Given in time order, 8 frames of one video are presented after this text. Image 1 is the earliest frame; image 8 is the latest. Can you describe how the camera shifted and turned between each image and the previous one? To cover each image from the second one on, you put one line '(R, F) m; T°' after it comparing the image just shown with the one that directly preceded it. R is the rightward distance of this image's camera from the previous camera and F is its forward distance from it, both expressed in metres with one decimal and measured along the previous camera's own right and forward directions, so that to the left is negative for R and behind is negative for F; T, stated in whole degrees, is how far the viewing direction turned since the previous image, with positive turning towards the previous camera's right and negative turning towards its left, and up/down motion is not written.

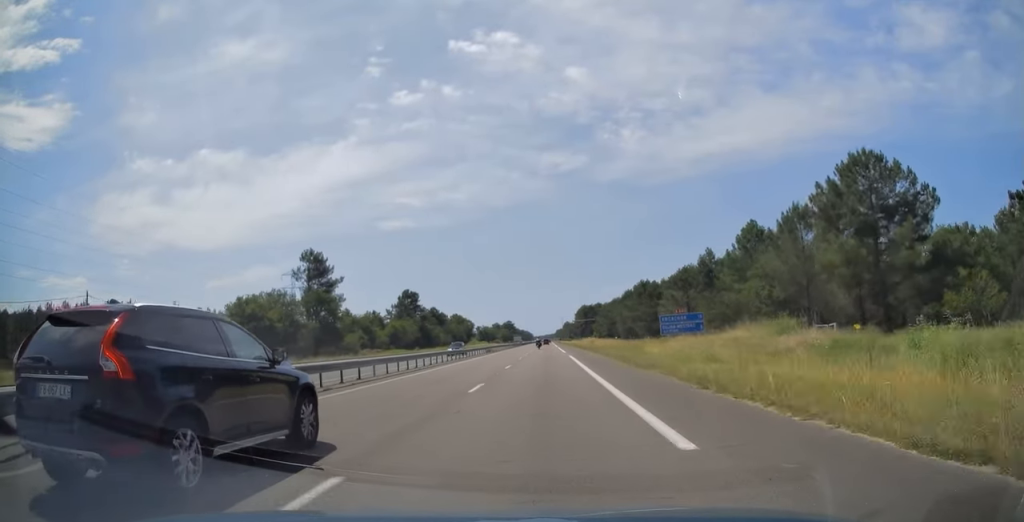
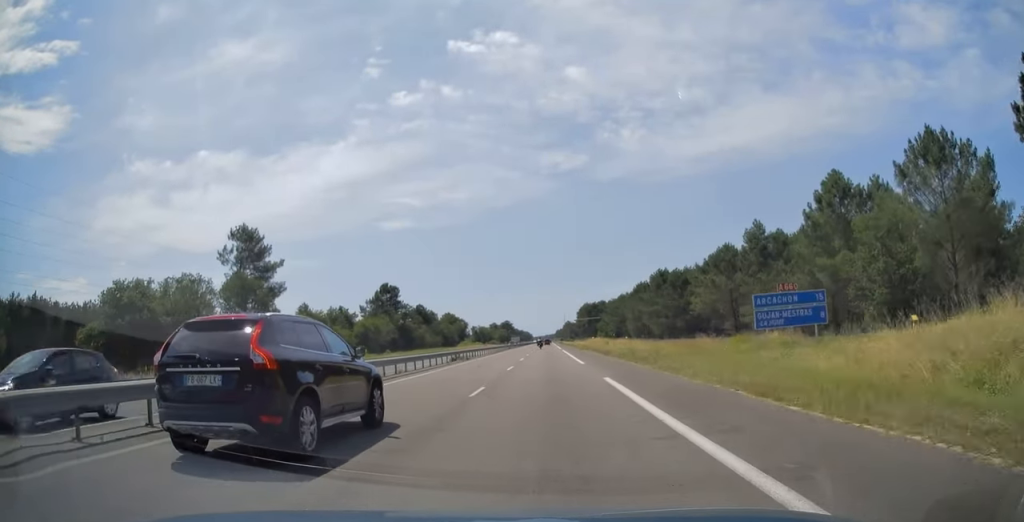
(-0.1, +27.0) m; 0°
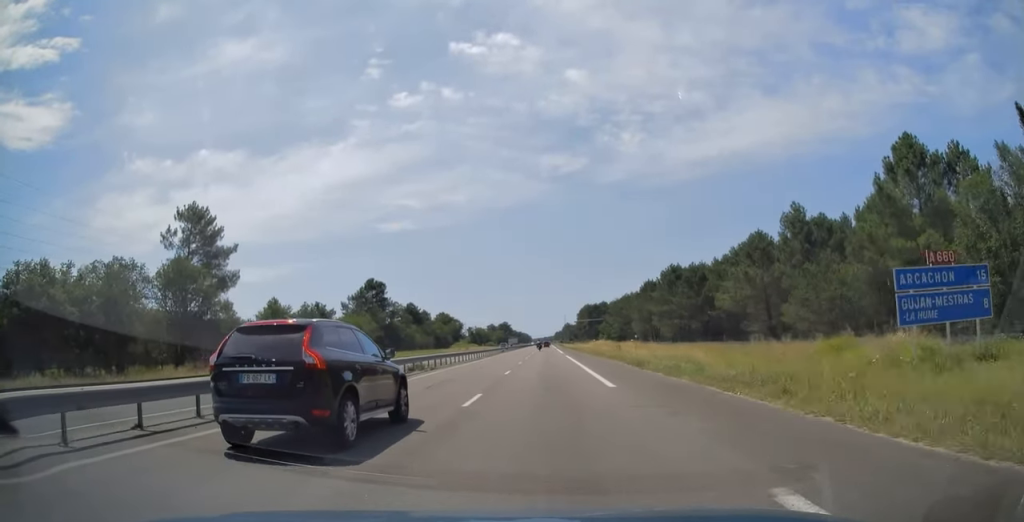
(0.0, +14.3) m; 0°
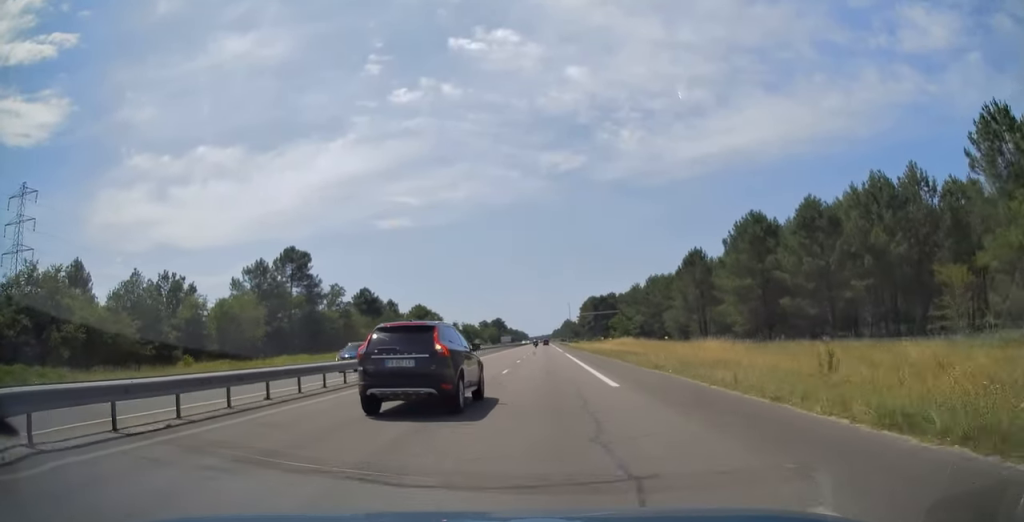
(+0.5, +52.6) m; 0°
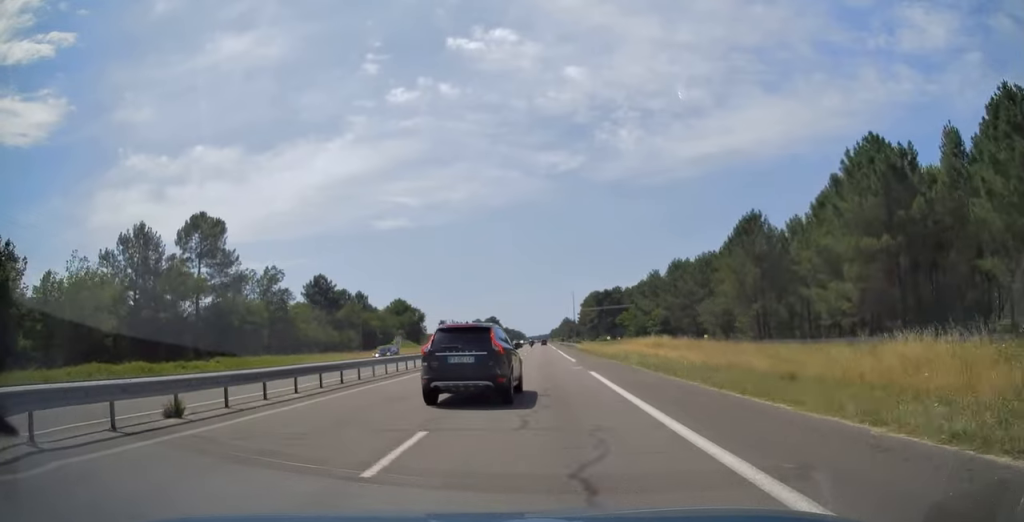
(-0.4, +31.7) m; 0°
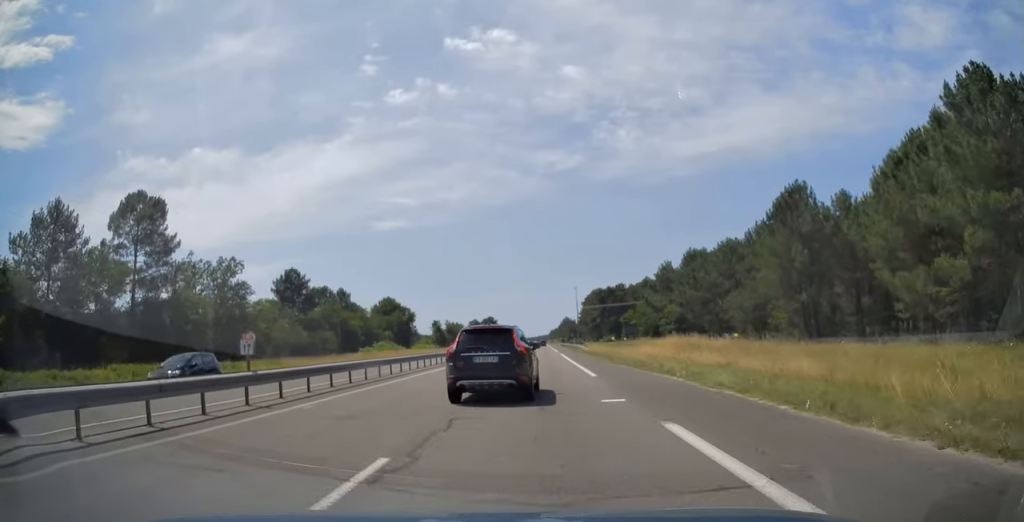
(0.0, +14.8) m; 0°
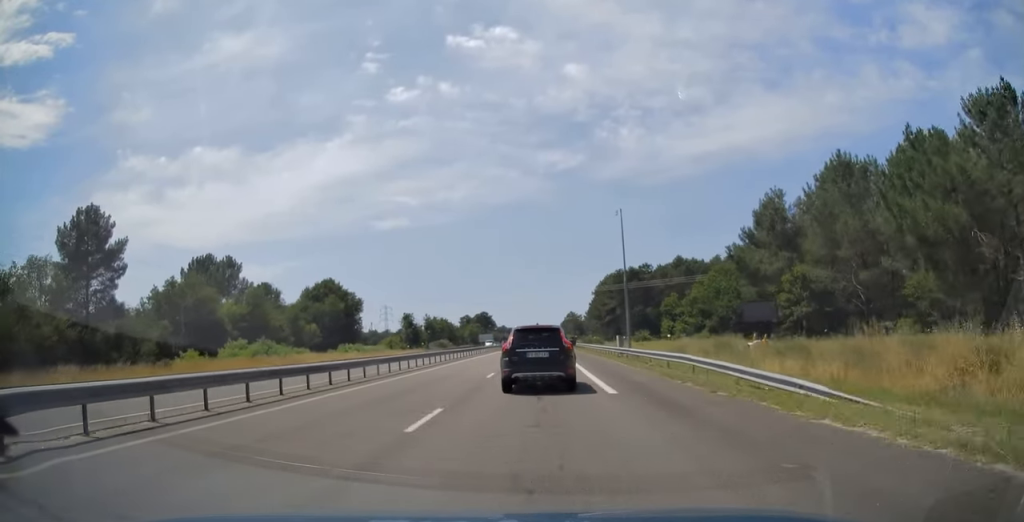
(+0.2, +59.3) m; 0°
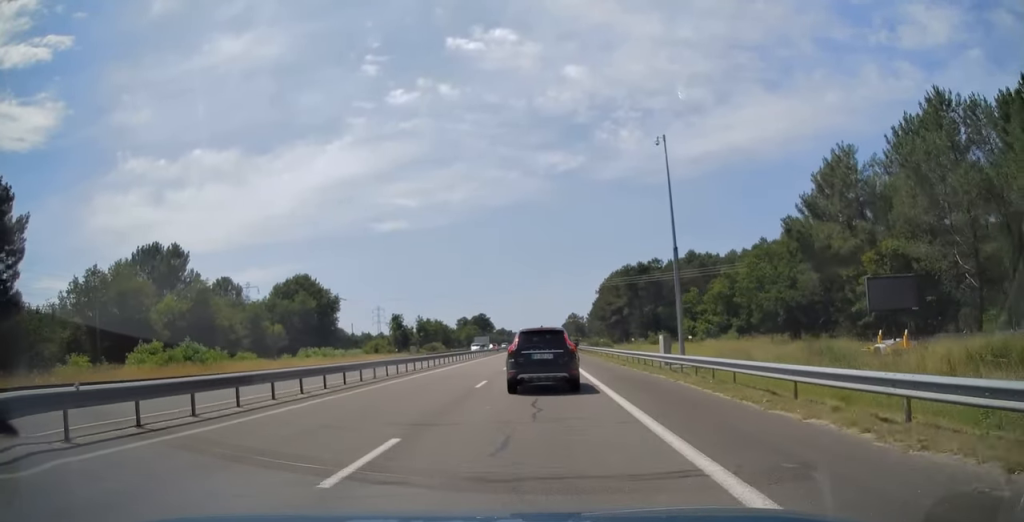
(0.0, +16.3) m; 0°
